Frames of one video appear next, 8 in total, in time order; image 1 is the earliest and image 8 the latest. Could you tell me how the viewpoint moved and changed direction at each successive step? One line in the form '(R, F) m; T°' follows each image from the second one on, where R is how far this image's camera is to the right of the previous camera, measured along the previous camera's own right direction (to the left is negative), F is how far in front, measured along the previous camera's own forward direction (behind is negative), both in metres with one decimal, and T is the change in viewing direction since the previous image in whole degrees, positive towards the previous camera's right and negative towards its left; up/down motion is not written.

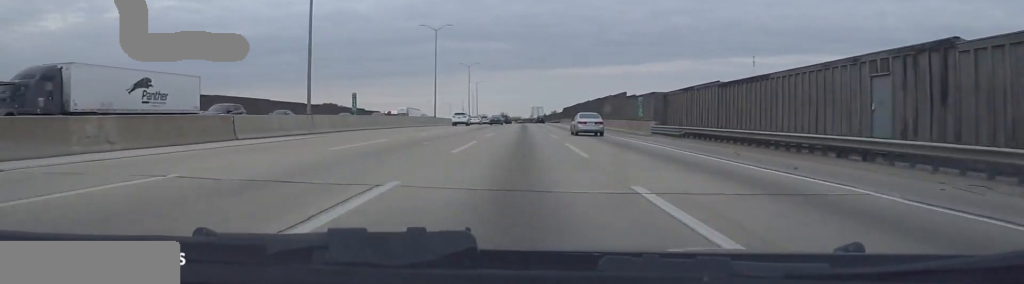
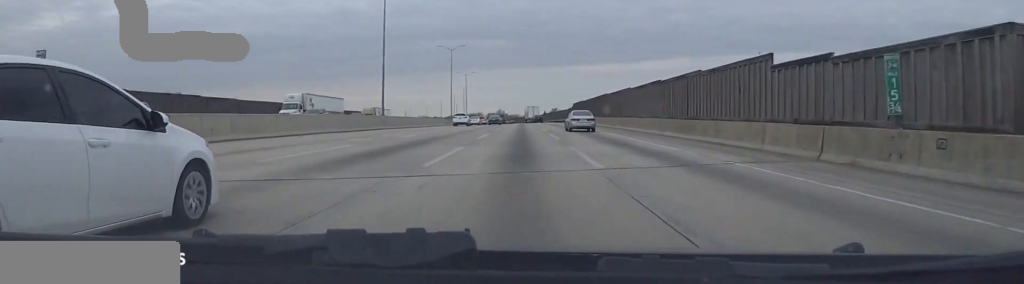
(+0.3, +36.6) m; +1°
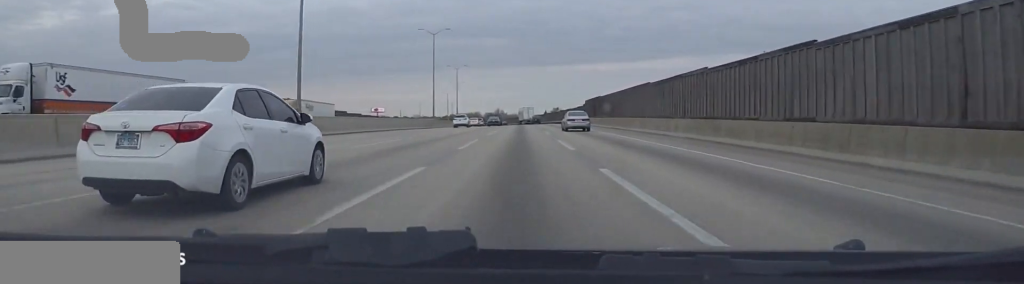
(+0.2, +24.4) m; 0°
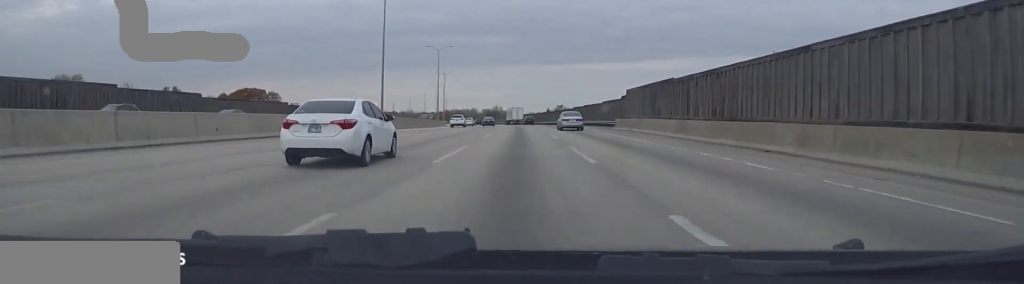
(0.0, +36.4) m; +1°
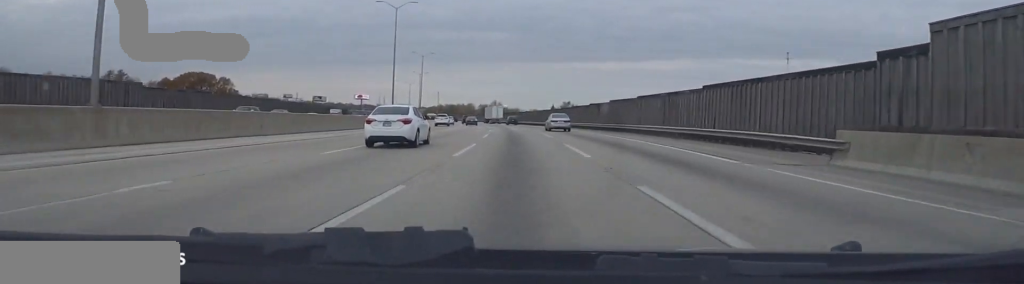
(+0.3, +41.6) m; -2°
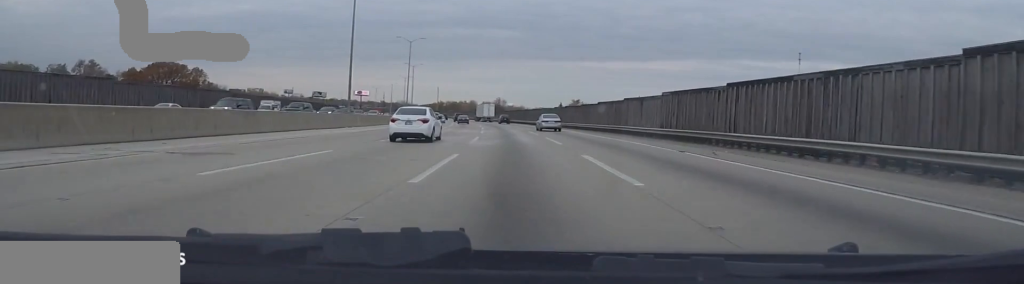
(-0.7, +21.0) m; -2°
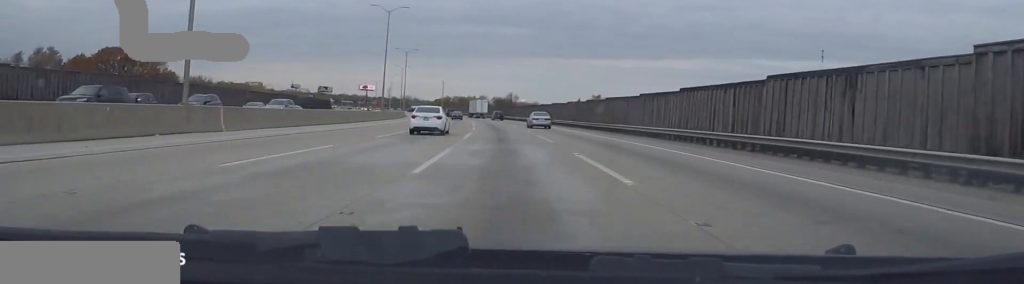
(-0.7, +28.3) m; -2°
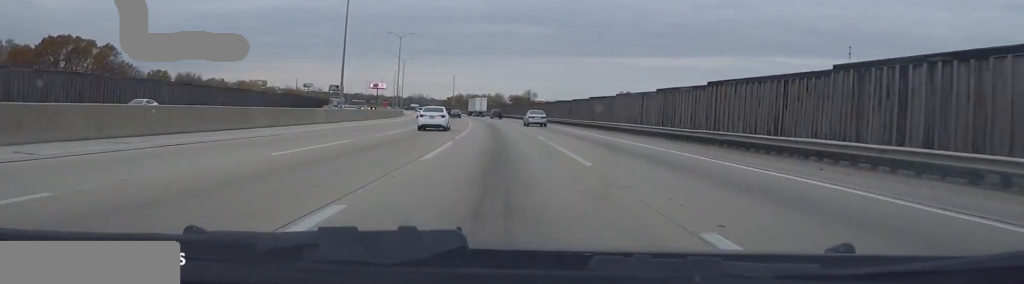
(-0.3, +26.3) m; 0°
